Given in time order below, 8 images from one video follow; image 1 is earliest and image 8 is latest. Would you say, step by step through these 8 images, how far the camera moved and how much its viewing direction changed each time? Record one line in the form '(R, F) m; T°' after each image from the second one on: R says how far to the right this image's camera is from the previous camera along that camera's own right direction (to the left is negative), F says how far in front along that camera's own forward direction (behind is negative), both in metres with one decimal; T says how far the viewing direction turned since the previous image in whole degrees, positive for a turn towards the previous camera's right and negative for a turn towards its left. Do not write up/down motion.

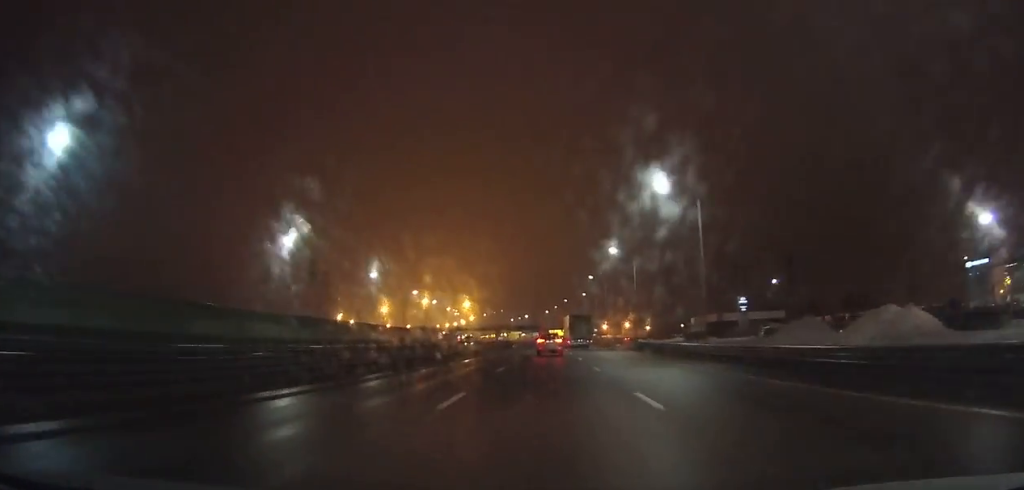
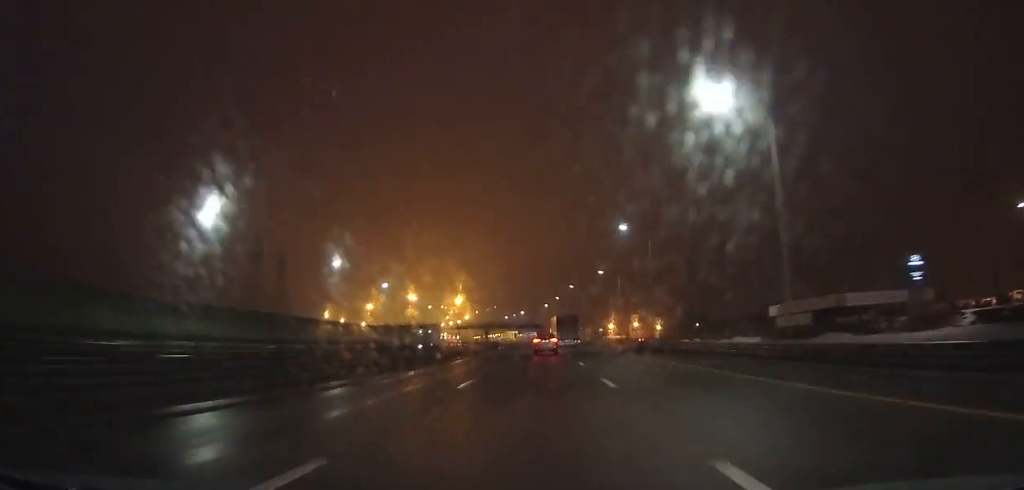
(0.0, +42.8) m; -1°
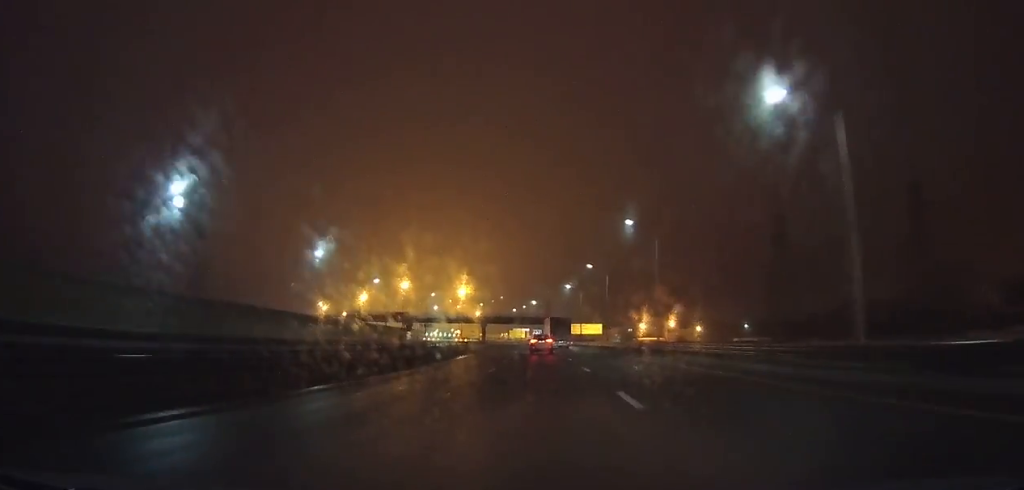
(-0.9, +64.1) m; -2°
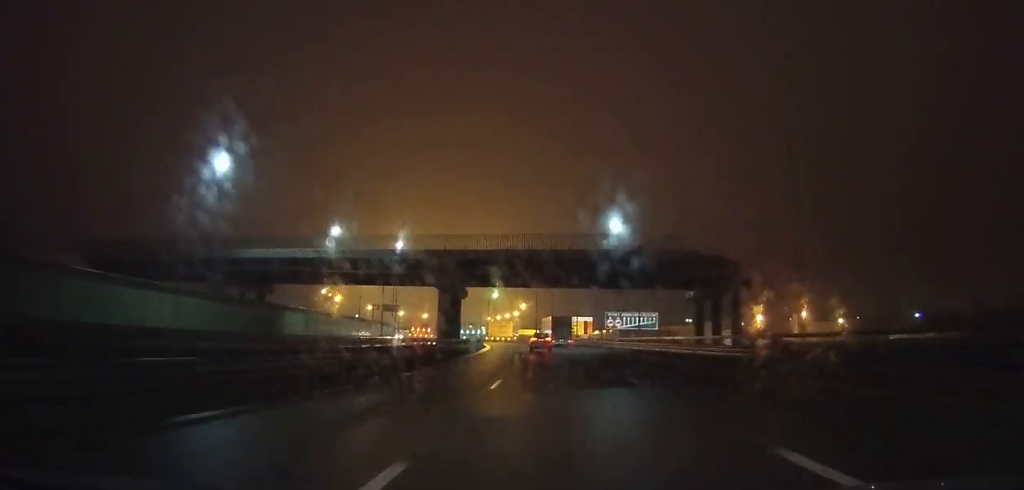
(-3.9, +114.1) m; -4°
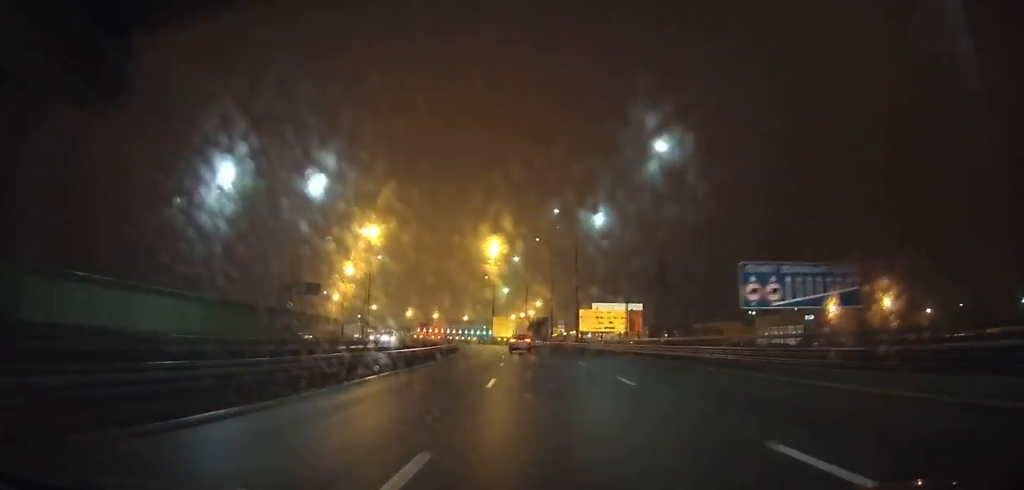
(-0.8, +47.6) m; -3°
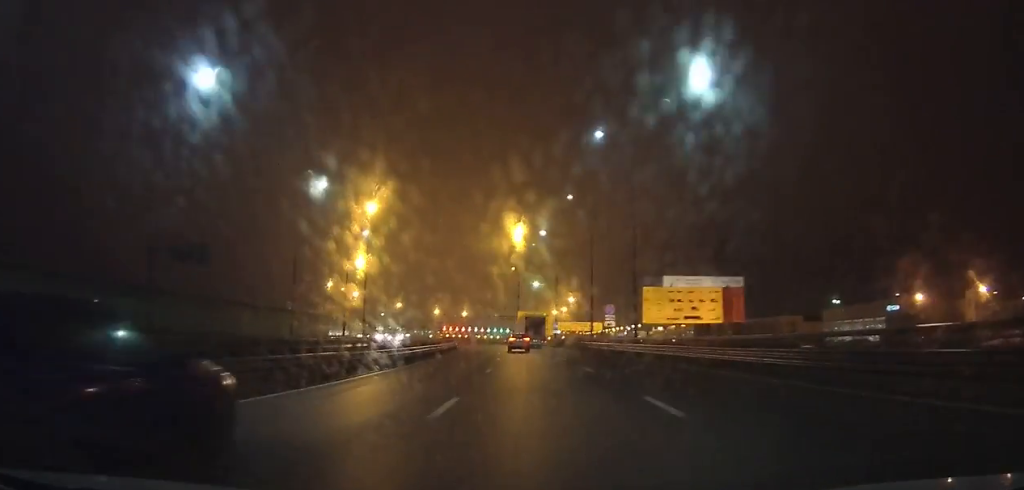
(-0.2, +30.5) m; -3°
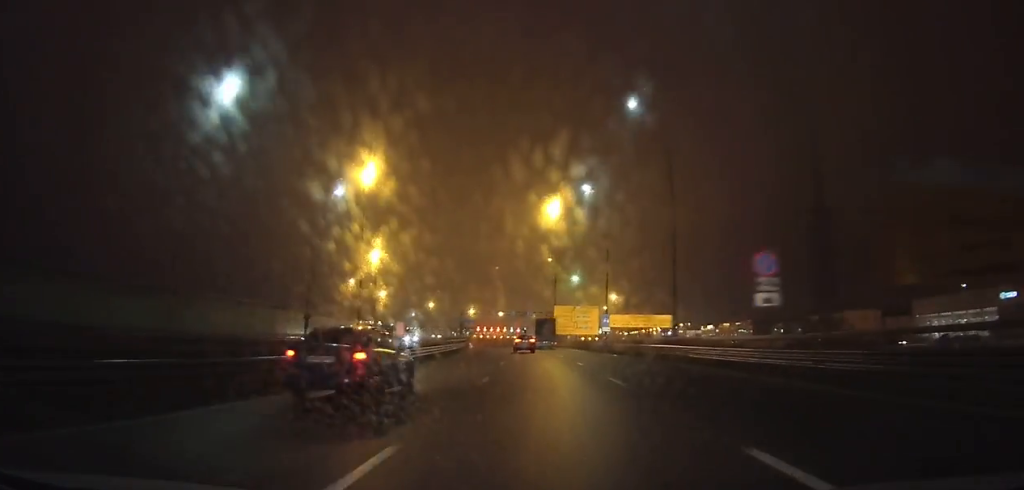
(-1.1, +30.1) m; -3°
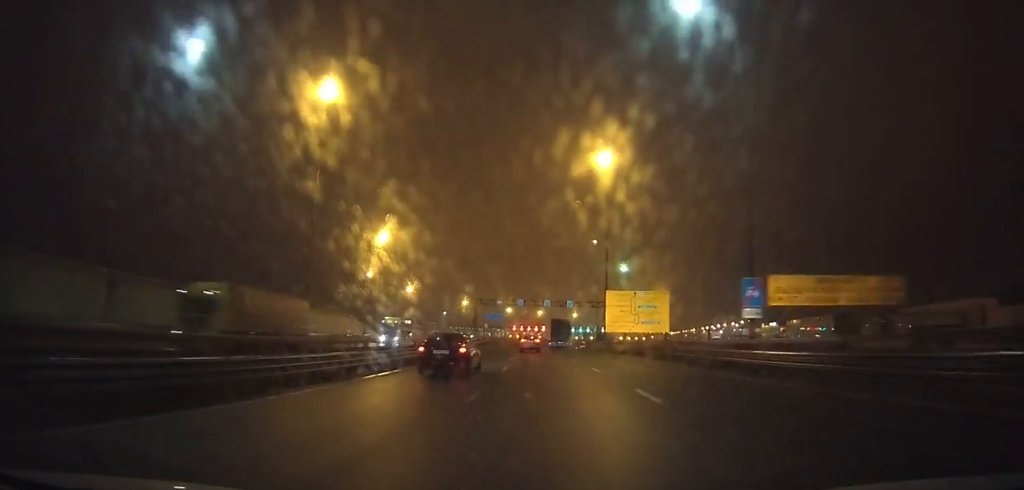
(-1.3, +39.7) m; -4°
